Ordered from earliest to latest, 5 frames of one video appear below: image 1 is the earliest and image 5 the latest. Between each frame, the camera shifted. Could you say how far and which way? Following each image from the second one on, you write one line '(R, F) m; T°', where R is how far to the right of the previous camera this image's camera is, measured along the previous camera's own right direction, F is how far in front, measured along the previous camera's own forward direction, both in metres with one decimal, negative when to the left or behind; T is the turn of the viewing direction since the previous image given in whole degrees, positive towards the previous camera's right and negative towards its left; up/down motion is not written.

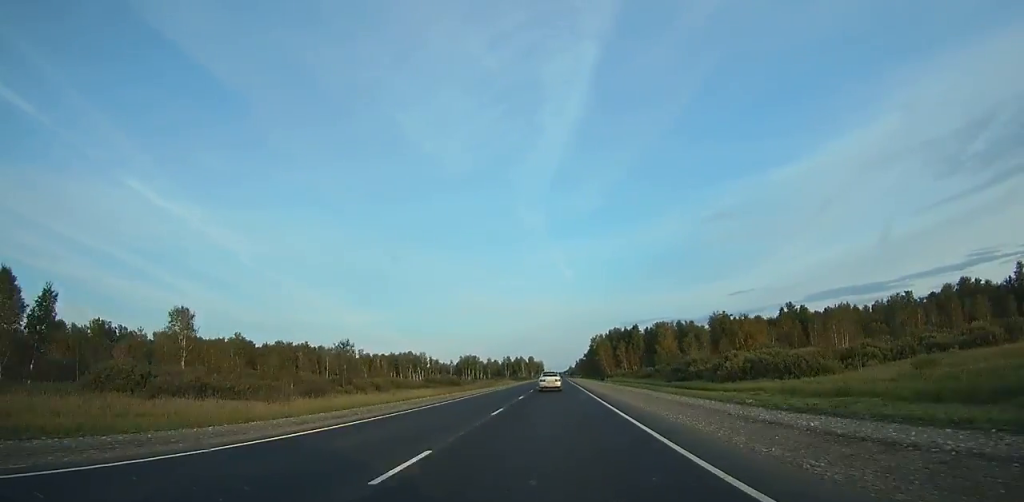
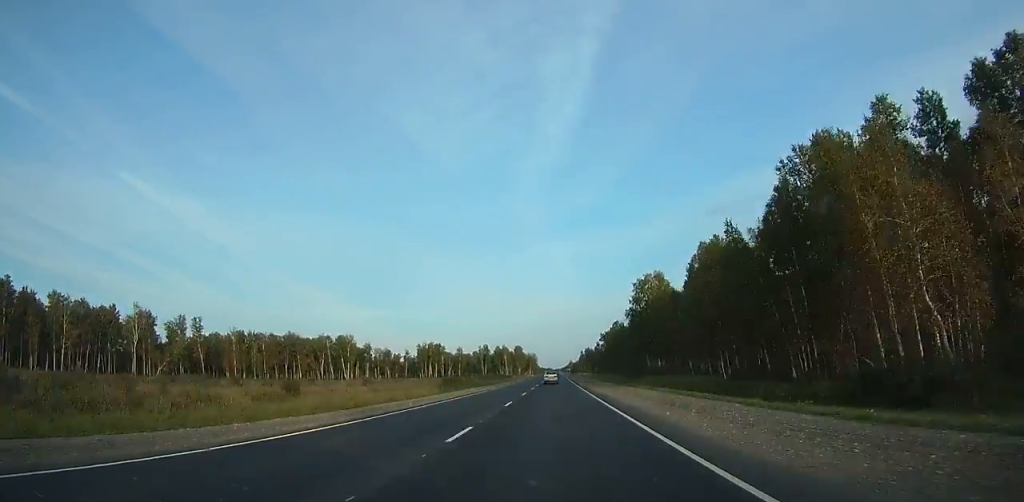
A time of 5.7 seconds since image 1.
(+1.2, +177.1) m; +1°
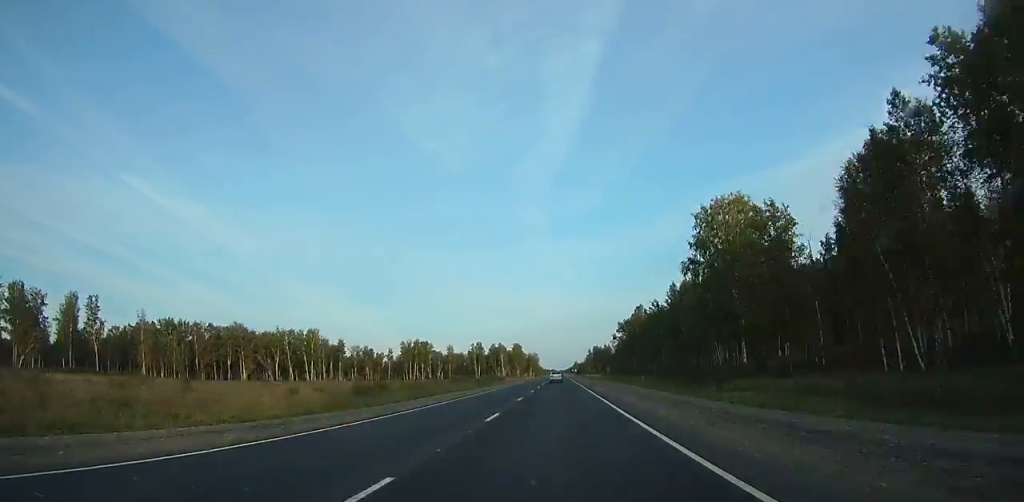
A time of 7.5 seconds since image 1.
(+0.1, +53.6) m; 0°
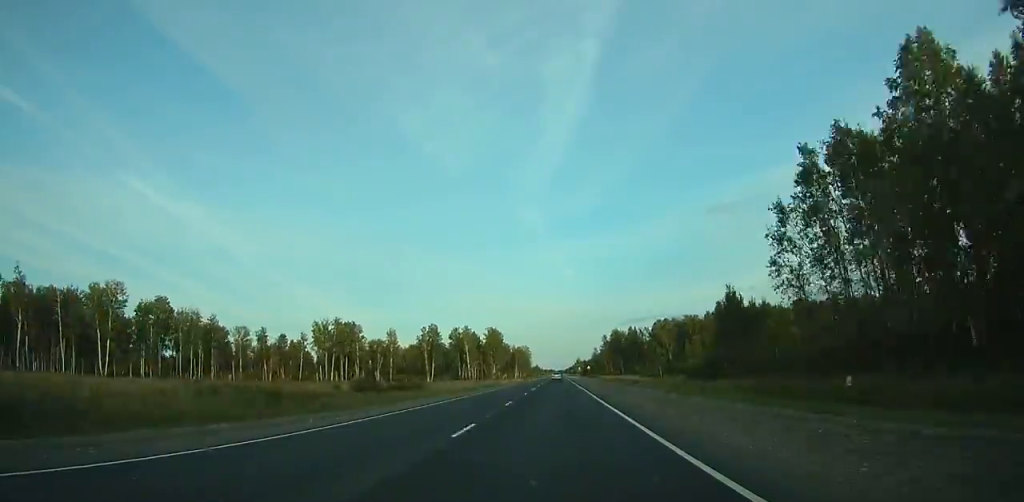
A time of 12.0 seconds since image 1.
(-0.1, +135.5) m; 0°
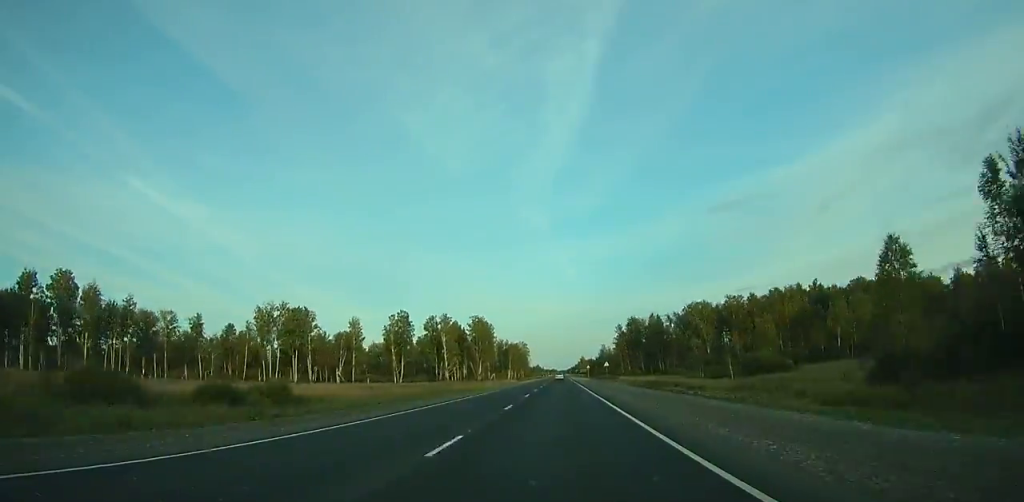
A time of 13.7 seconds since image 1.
(0.0, +51.5) m; 0°
